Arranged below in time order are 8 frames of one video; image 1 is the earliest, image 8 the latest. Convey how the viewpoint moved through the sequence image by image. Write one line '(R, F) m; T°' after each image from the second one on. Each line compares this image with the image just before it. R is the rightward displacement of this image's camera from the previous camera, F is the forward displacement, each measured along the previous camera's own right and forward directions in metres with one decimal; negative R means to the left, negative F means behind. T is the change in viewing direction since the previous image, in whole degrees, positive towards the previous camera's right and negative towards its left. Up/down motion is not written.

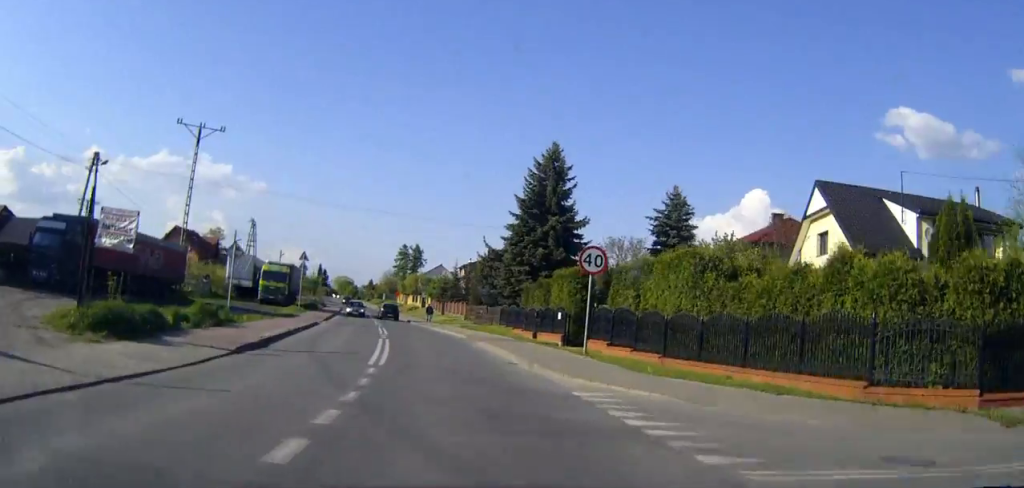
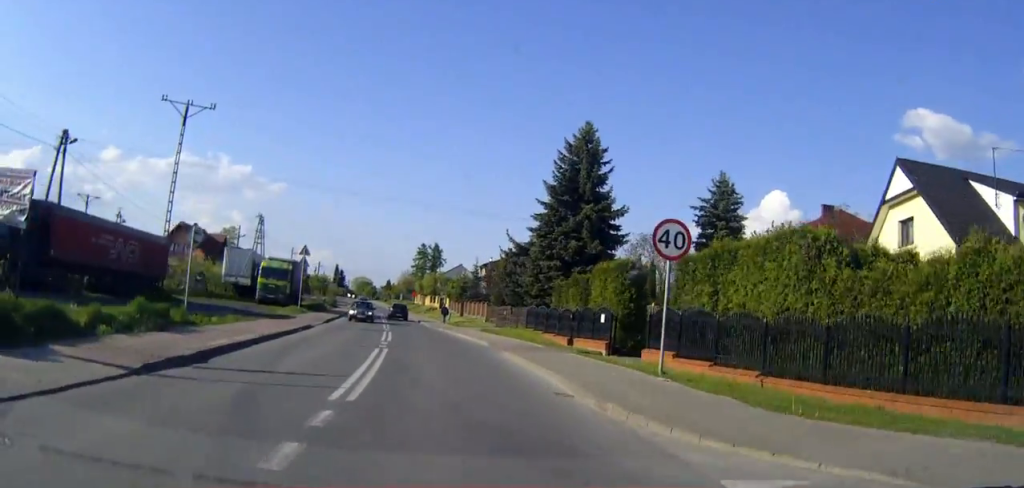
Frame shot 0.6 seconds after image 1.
(-0.1, +6.4) m; -1°
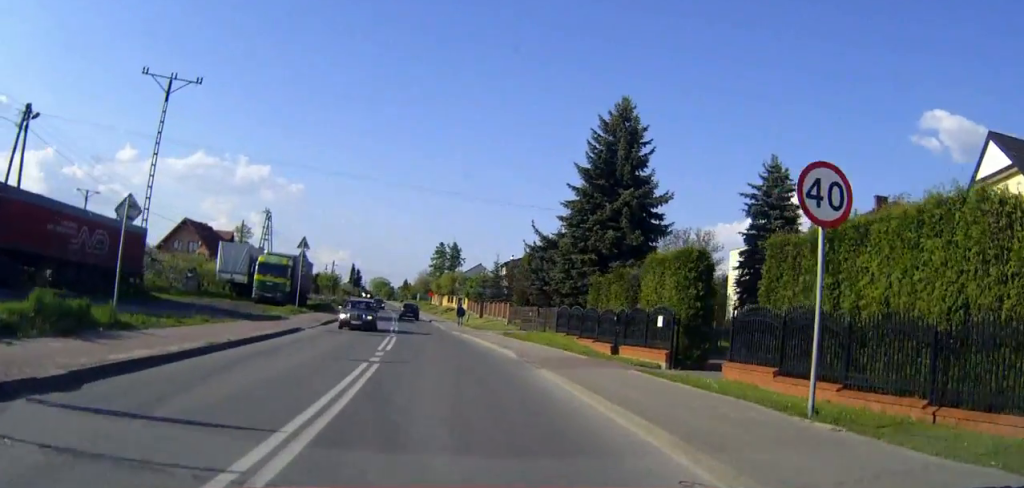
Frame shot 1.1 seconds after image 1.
(0.0, +6.0) m; -1°
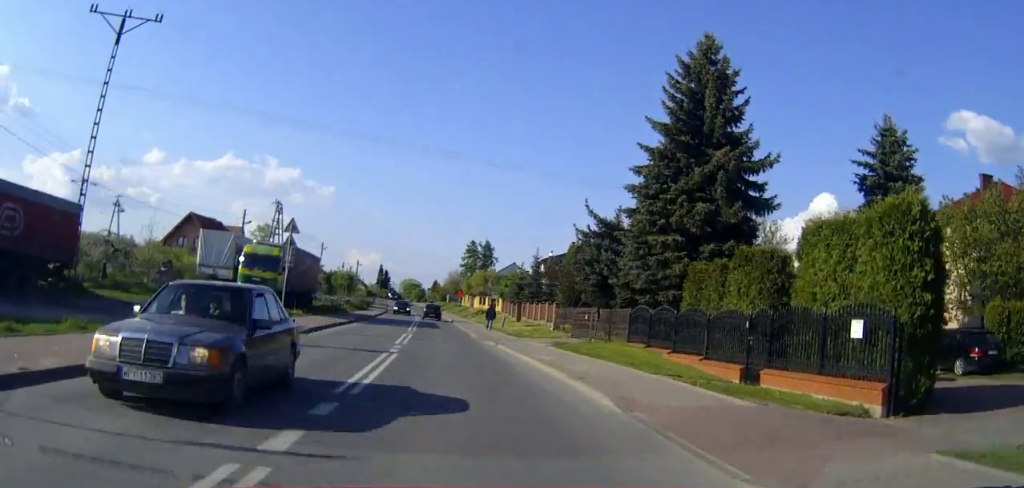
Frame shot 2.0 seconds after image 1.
(-0.1, +10.6) m; -2°
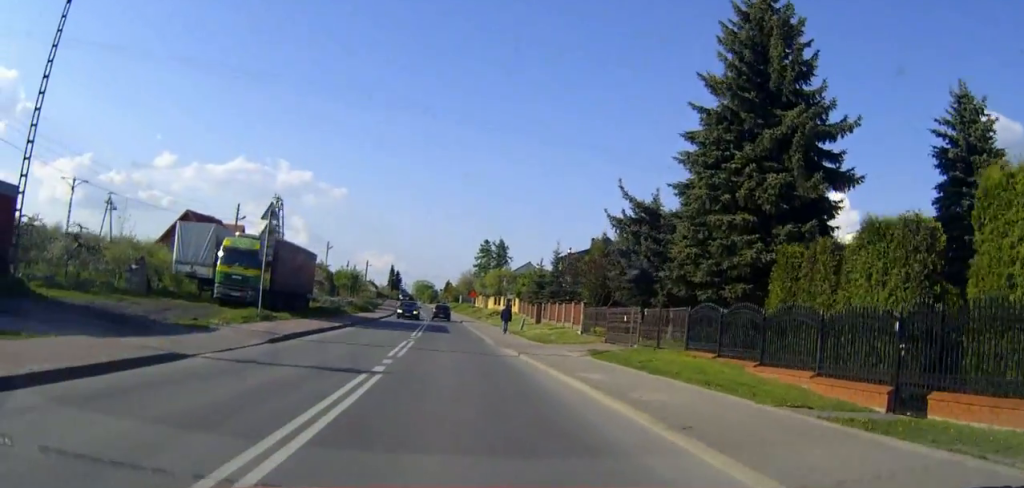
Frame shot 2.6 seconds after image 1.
(-0.1, +6.0) m; -1°
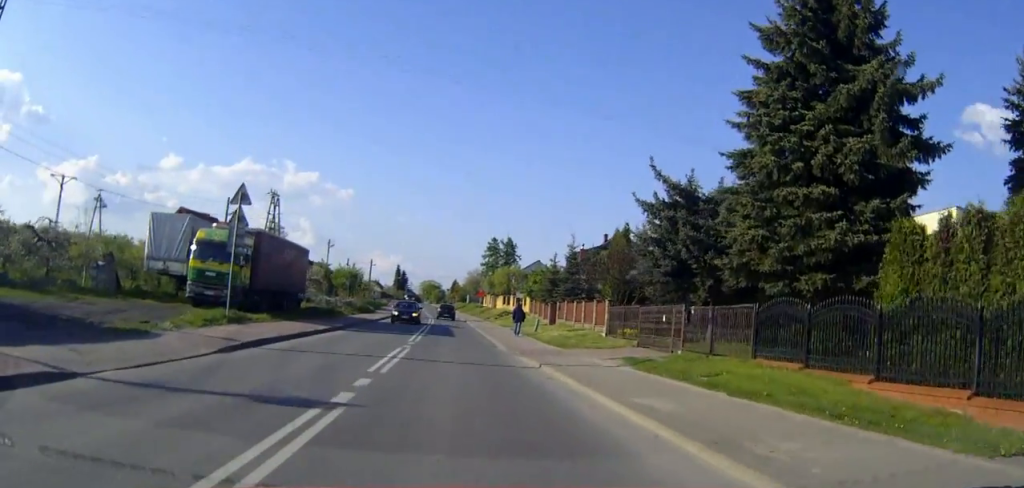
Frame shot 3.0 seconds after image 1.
(-0.1, +4.8) m; -1°
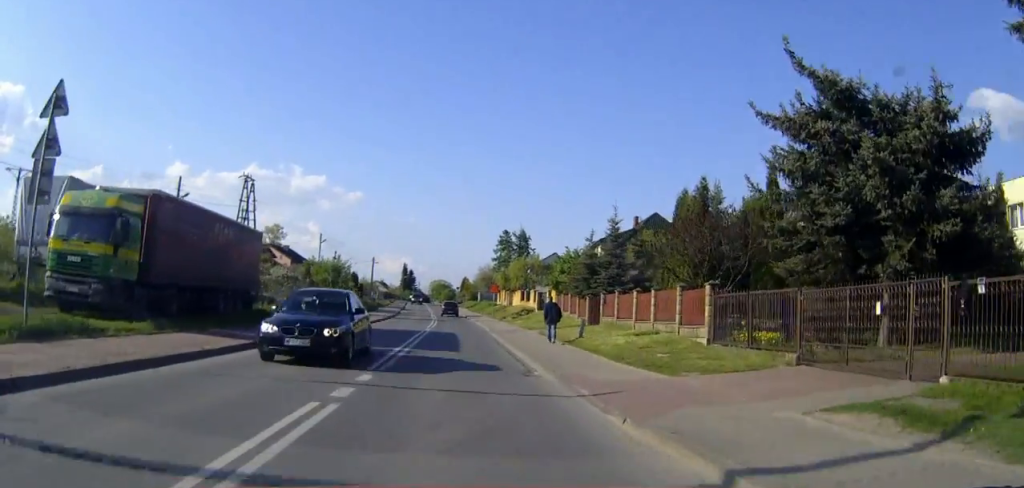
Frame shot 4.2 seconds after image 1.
(-0.3, +12.9) m; -2°
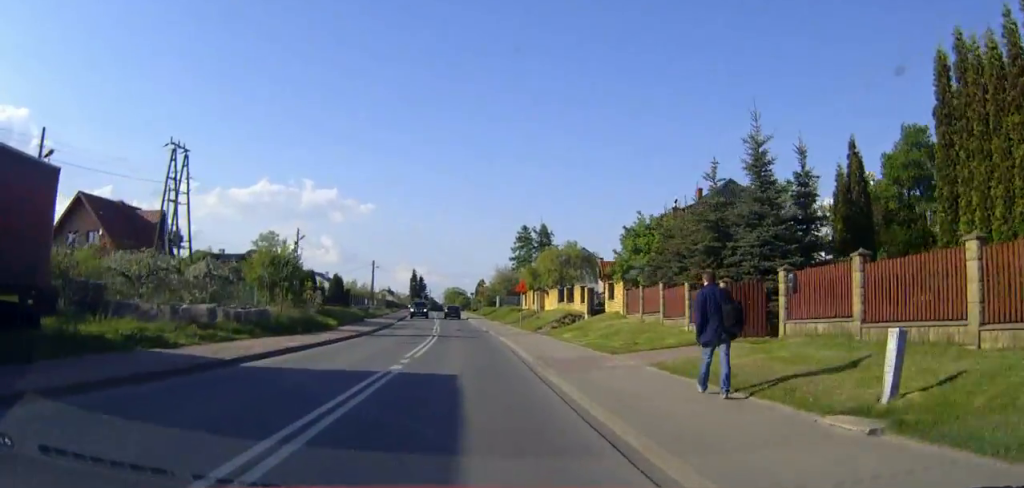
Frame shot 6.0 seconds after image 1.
(-0.3, +19.9) m; -2°
